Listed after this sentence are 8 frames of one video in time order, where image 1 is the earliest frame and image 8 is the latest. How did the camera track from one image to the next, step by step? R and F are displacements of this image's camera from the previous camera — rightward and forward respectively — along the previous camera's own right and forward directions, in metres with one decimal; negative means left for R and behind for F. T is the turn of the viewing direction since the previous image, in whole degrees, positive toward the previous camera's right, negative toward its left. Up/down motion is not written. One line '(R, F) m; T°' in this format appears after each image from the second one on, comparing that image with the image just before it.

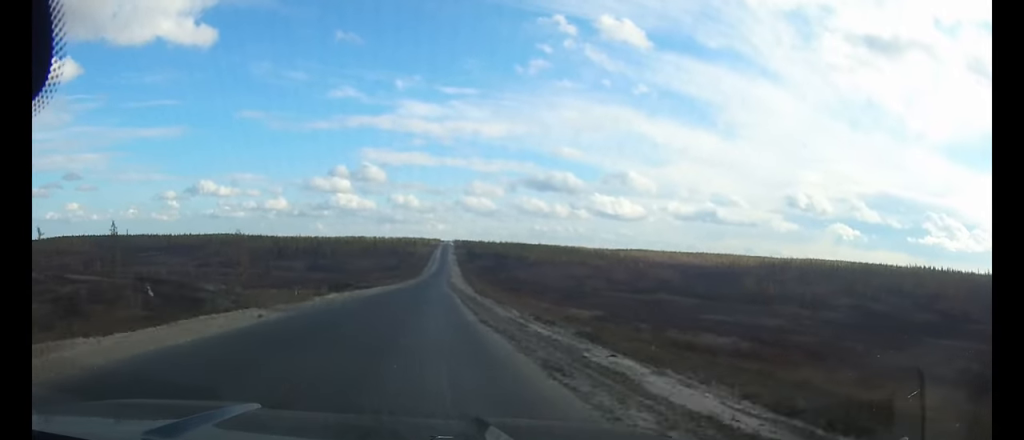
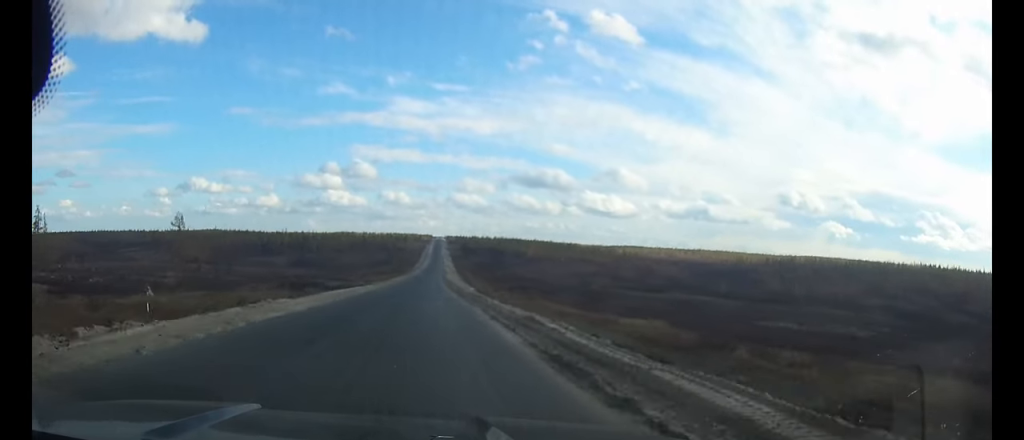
(+0.2, +25.6) m; +1°
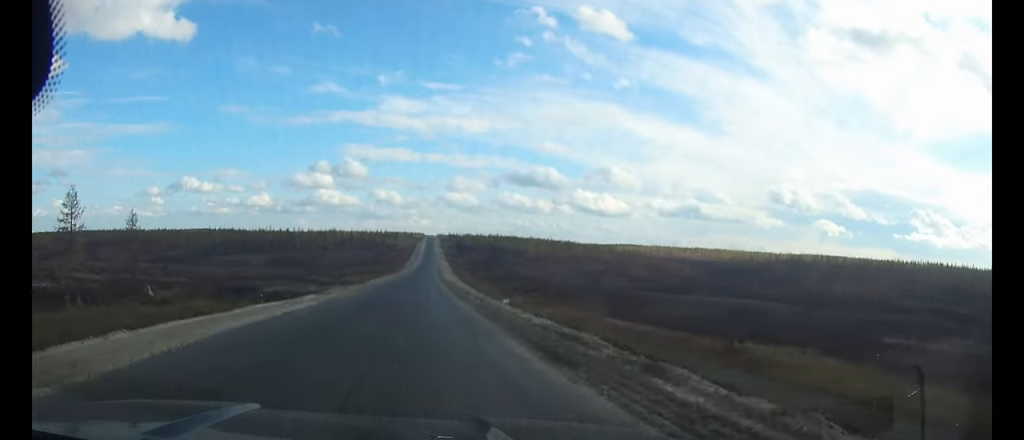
(+0.1, +30.6) m; 0°
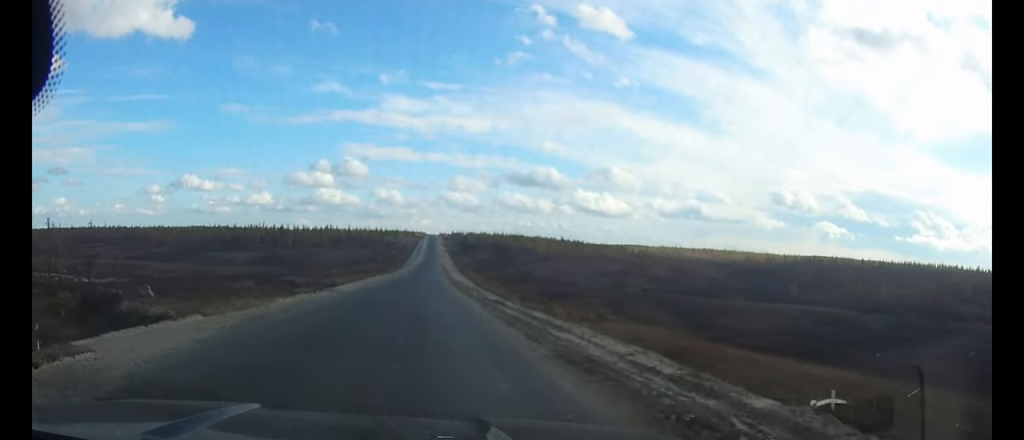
(0.0, +26.9) m; 0°
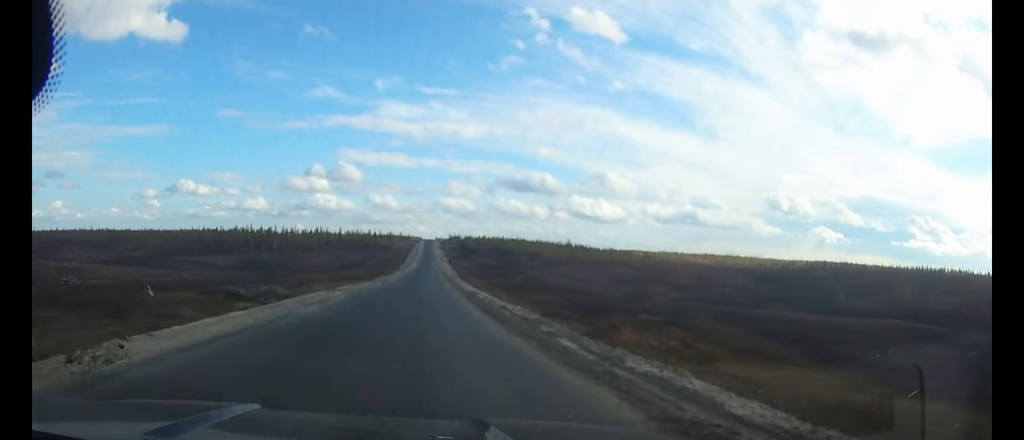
(+0.1, +26.1) m; 0°
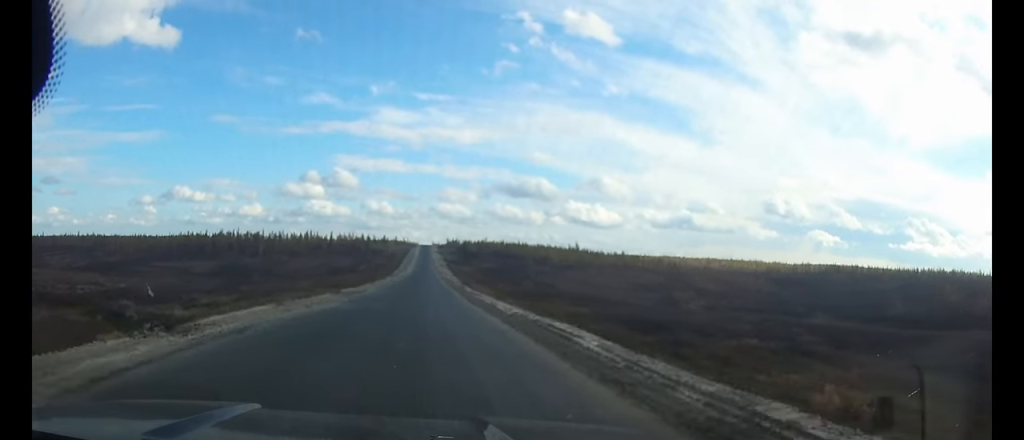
(+0.1, +26.1) m; 0°
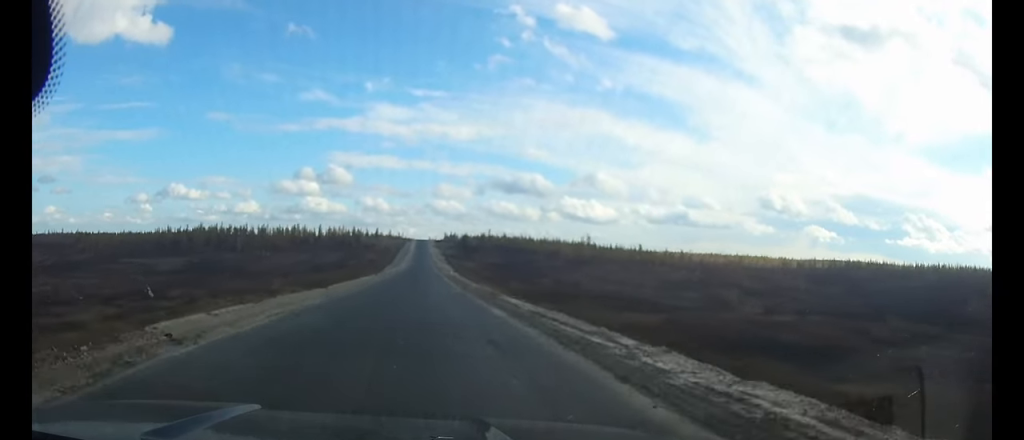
(+0.1, +29.9) m; 0°
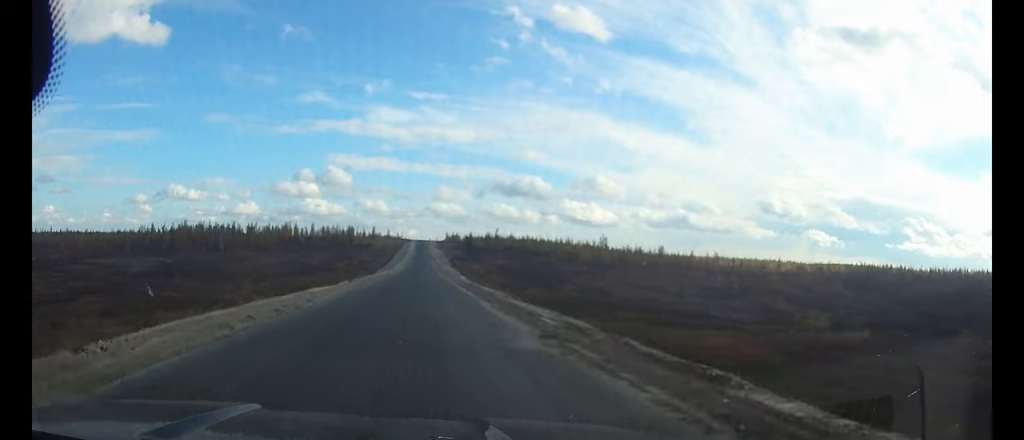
(0.0, +24.9) m; 0°
